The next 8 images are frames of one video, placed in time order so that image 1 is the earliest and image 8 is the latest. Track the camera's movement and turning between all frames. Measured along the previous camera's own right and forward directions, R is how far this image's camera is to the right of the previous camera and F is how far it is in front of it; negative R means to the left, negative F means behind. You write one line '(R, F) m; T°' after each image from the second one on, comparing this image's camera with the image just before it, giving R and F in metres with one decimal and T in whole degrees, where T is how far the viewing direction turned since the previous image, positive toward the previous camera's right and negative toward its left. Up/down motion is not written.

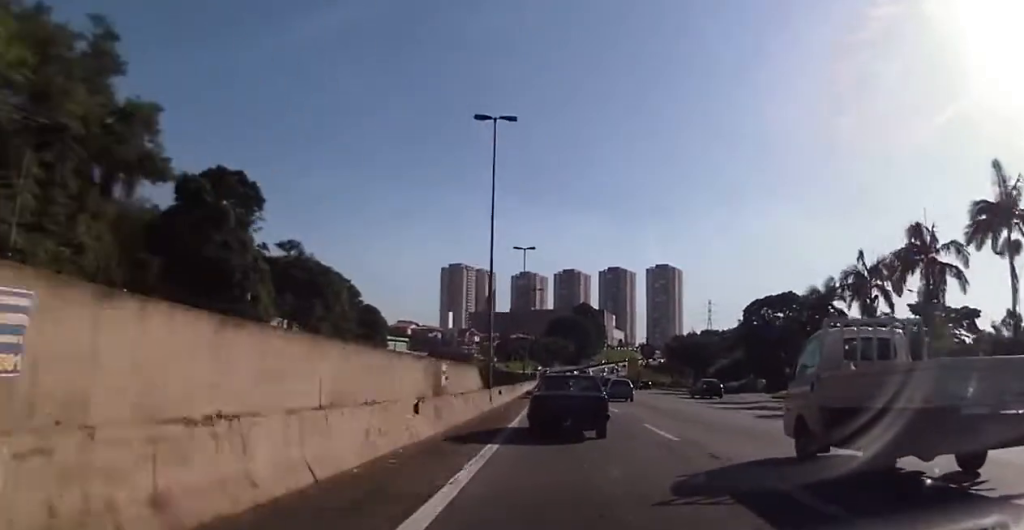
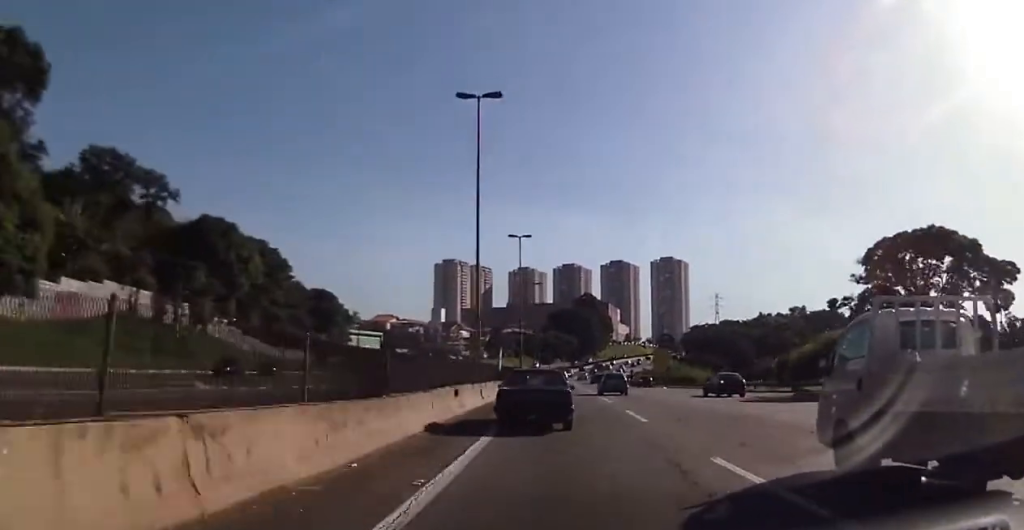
(+0.1, +34.4) m; 0°
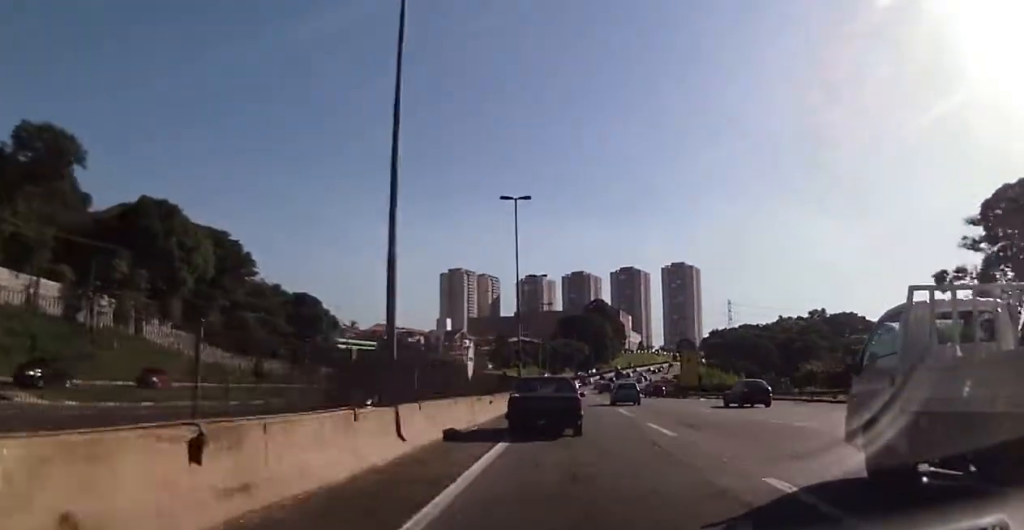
(-0.2, +15.1) m; 0°
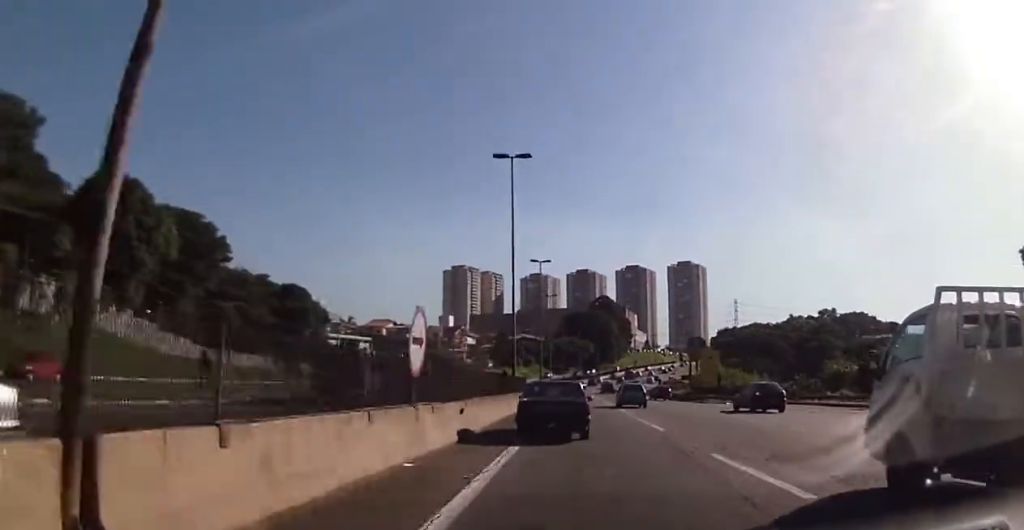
(-0.2, +8.2) m; 0°
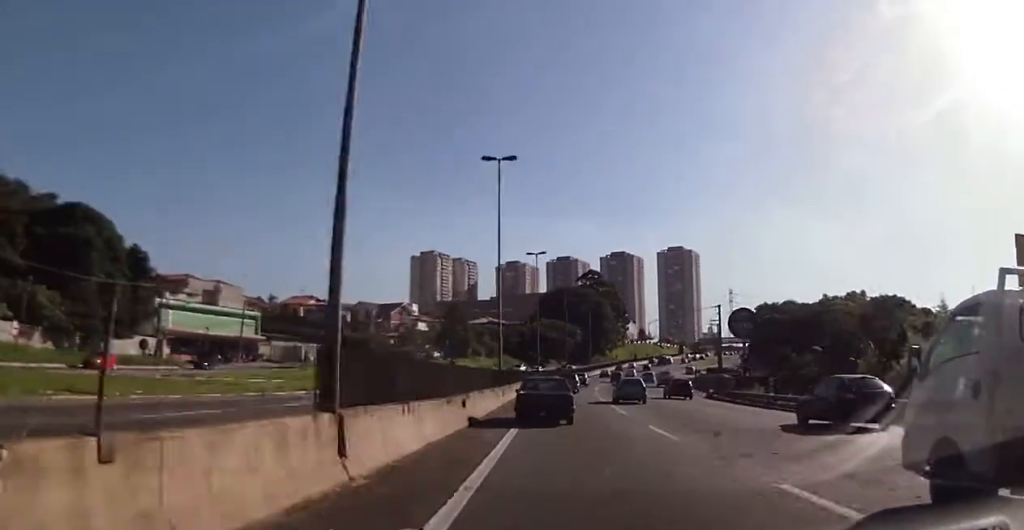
(-0.2, +54.6) m; +1°
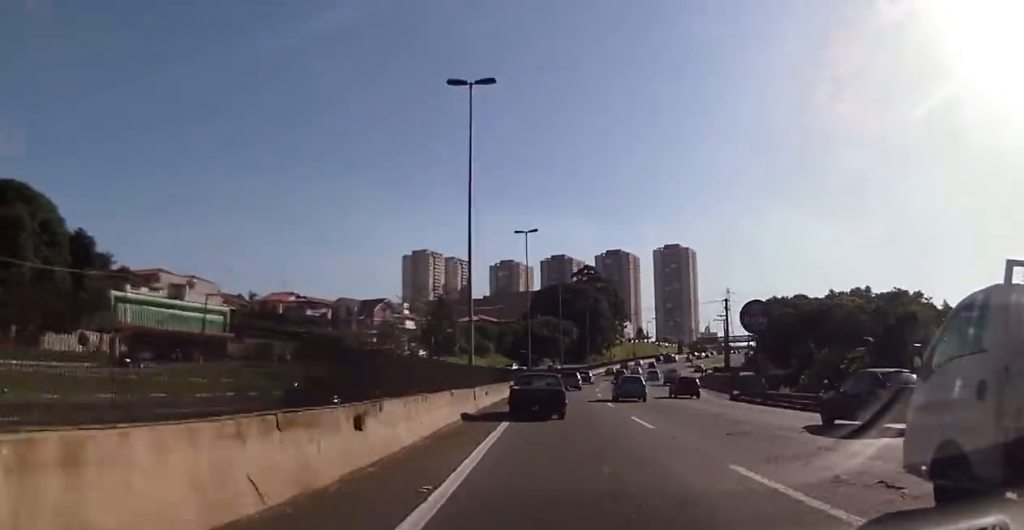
(+0.1, +9.5) m; +1°
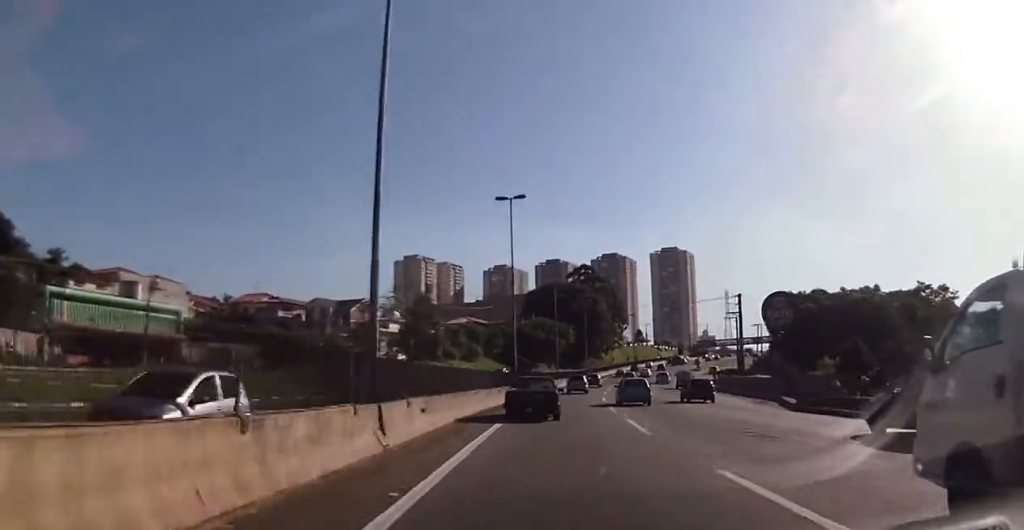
(0.0, +12.3) m; 0°
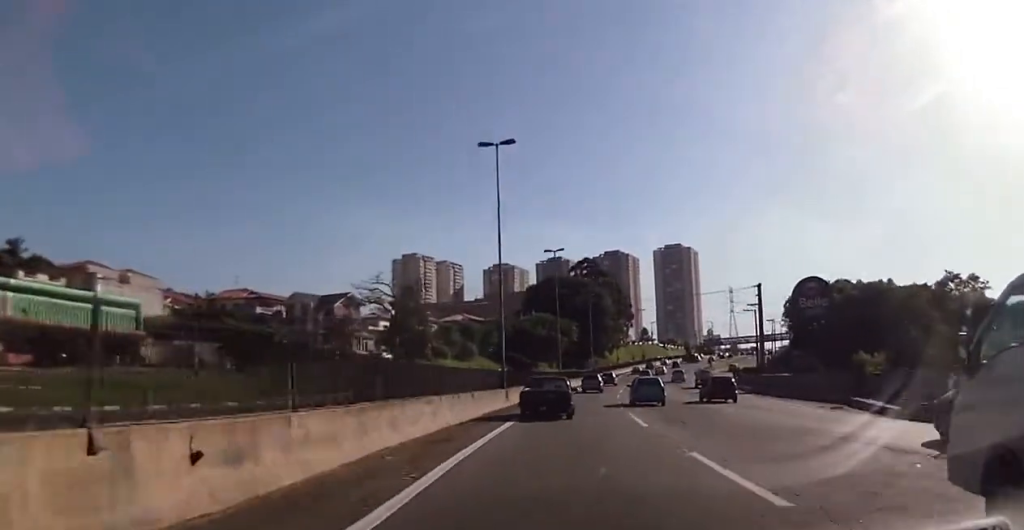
(0.0, +10.3) m; 0°
